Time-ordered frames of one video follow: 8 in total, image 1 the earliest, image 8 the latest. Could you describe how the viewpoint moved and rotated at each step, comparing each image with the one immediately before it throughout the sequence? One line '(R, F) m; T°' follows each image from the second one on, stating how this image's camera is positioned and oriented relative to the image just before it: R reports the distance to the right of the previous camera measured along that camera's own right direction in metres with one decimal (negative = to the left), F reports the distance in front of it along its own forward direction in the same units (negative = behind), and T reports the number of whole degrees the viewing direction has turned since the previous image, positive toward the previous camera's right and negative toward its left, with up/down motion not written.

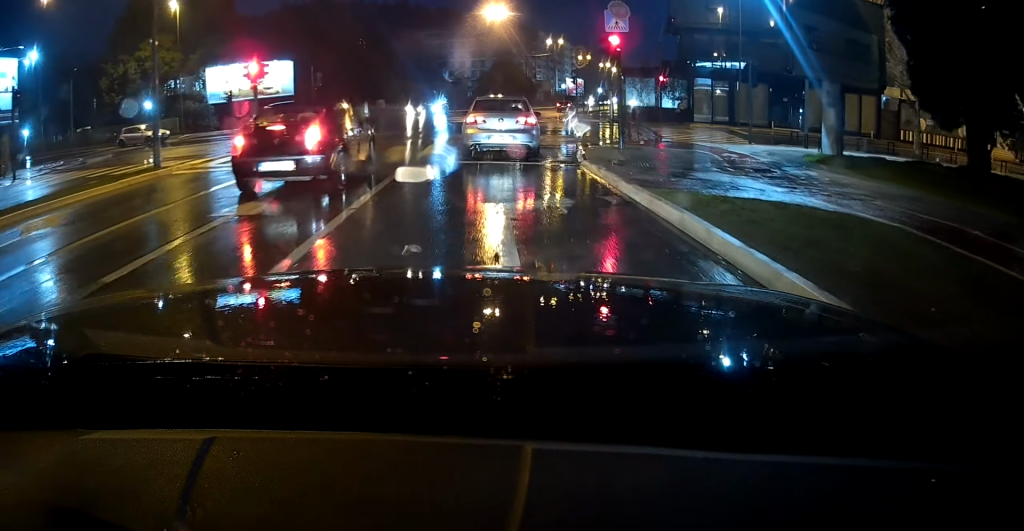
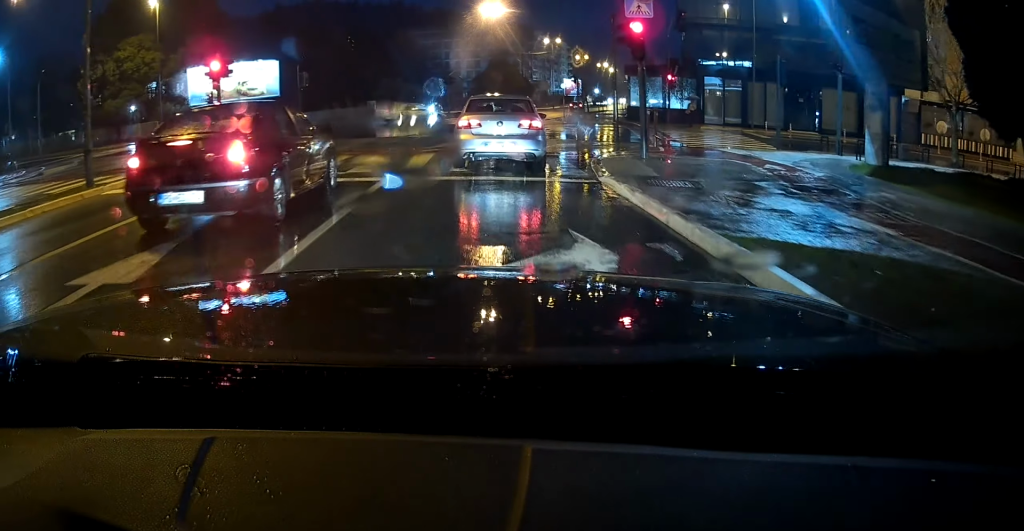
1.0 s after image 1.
(0.0, +3.1) m; +1°
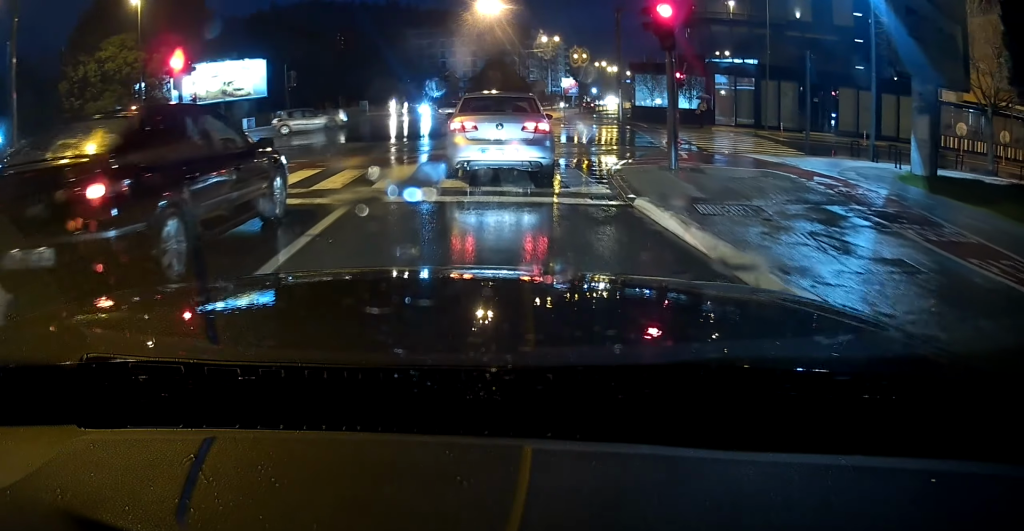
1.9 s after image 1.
(0.0, +1.9) m; +1°
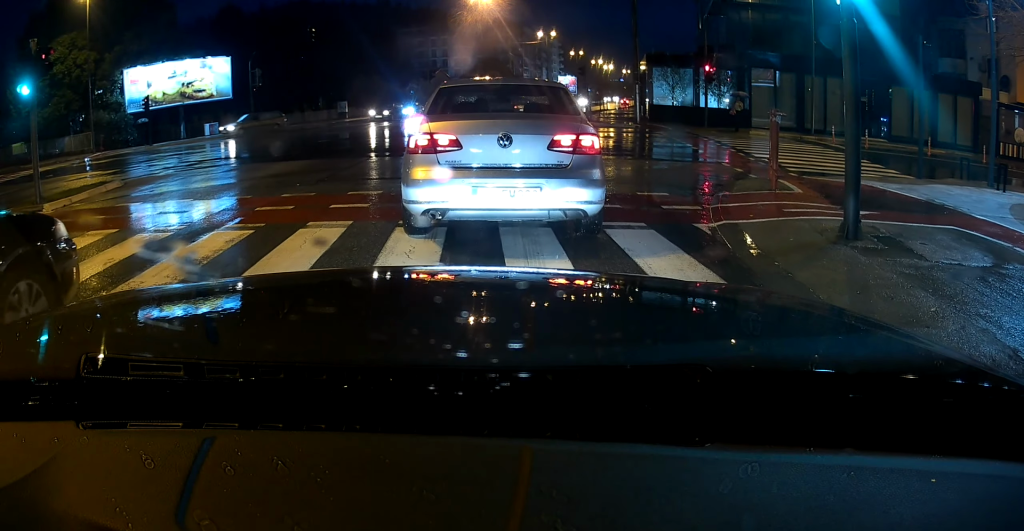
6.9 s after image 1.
(+0.2, +5.6) m; -4°
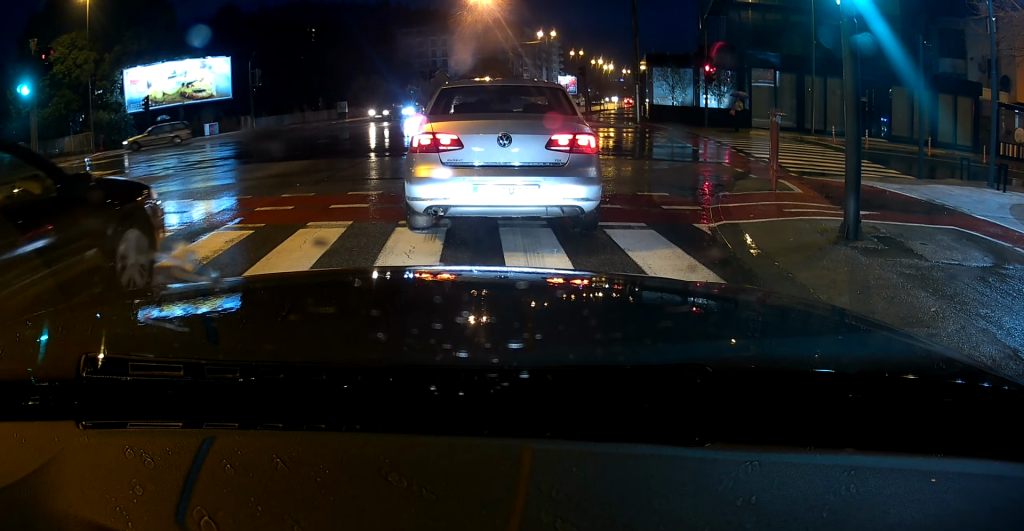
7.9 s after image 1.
(-0.1, +1.3) m; 0°
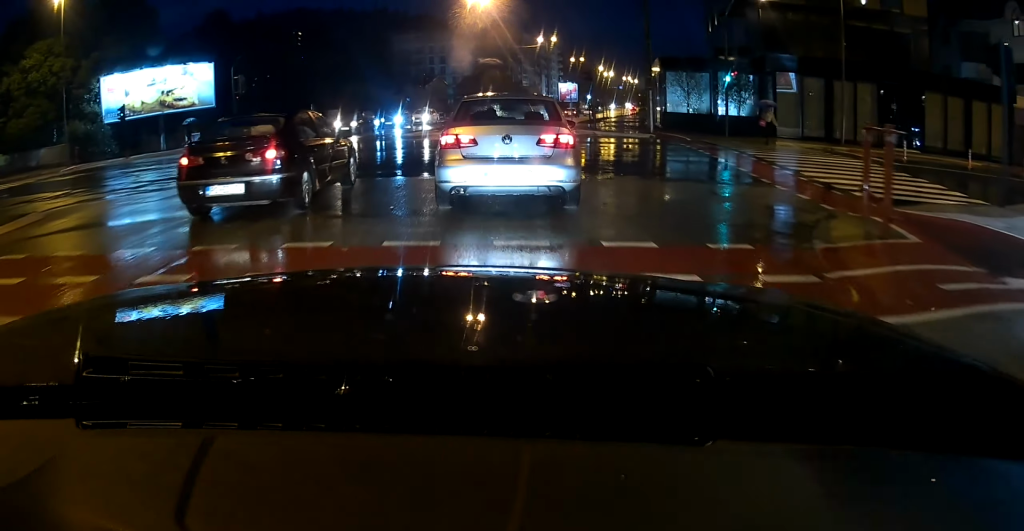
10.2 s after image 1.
(+0.1, +5.3) m; +1°
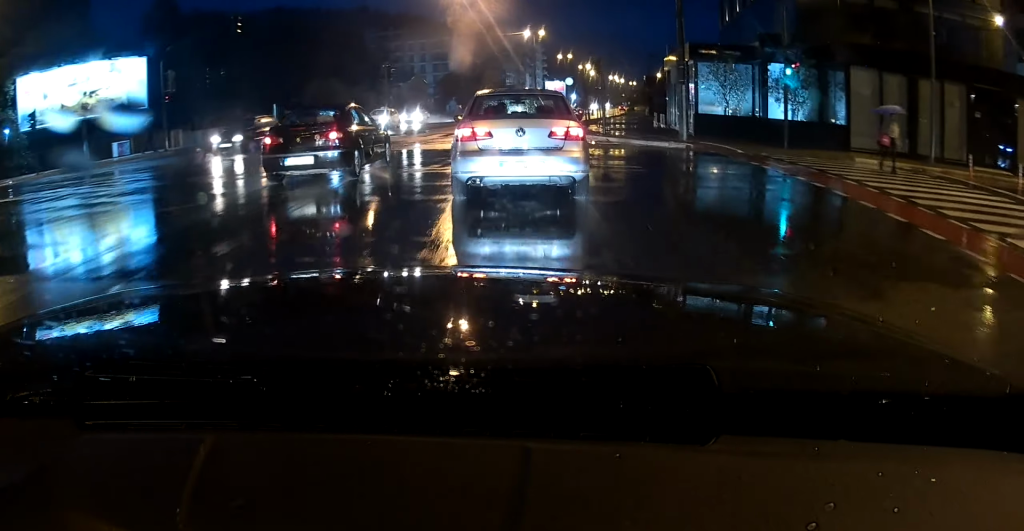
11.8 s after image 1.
(0.0, +7.0) m; +1°
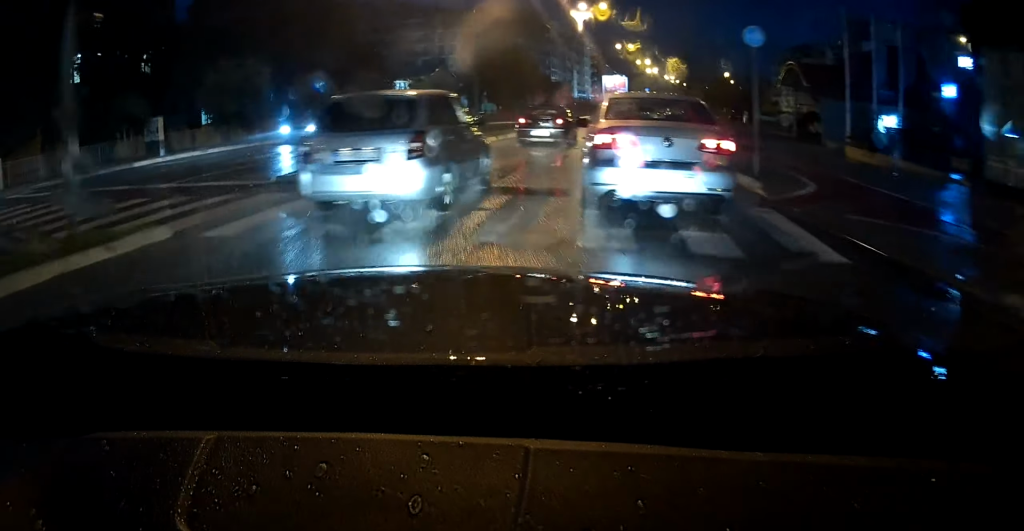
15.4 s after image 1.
(+0.5, +26.8) m; +3°
